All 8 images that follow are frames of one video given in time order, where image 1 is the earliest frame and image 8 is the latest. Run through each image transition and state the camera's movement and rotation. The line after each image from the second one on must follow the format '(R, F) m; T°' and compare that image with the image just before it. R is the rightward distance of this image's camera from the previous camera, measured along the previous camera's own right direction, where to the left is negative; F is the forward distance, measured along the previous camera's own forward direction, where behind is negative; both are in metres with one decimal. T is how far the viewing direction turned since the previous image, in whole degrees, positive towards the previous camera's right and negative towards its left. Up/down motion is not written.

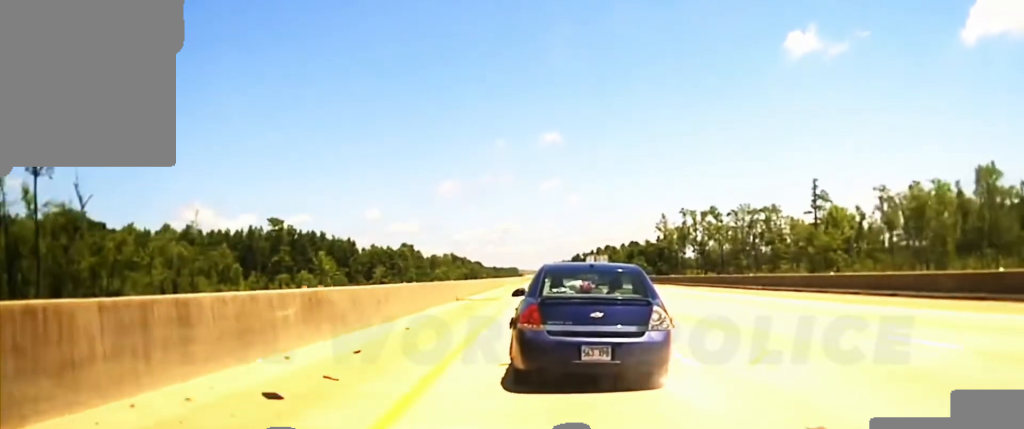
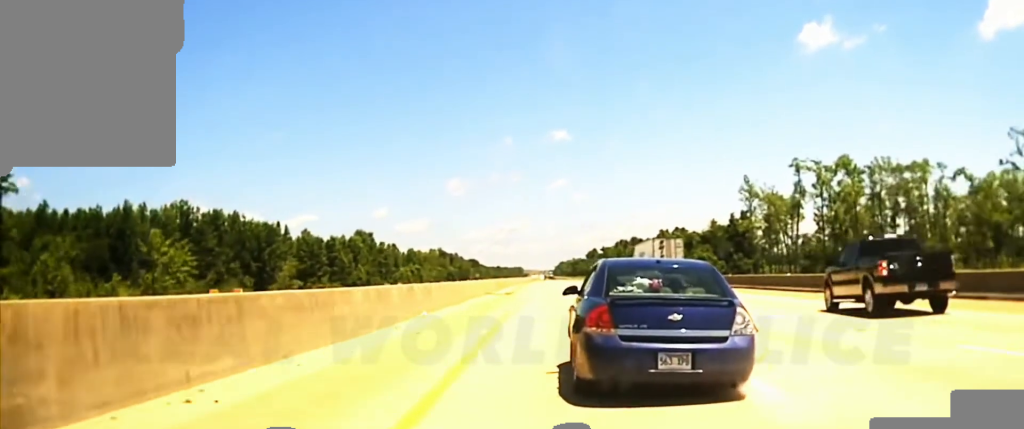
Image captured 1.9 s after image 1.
(-0.4, +102.4) m; -1°
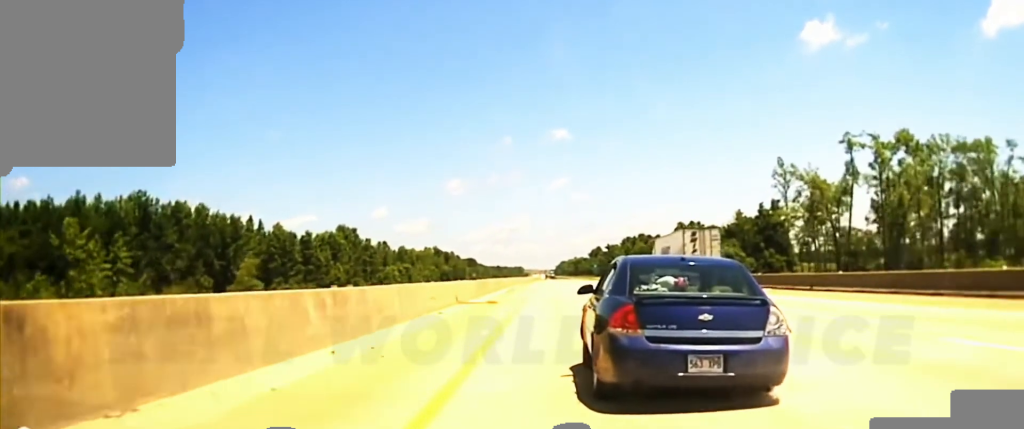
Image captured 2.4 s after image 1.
(-0.1, +21.7) m; 0°
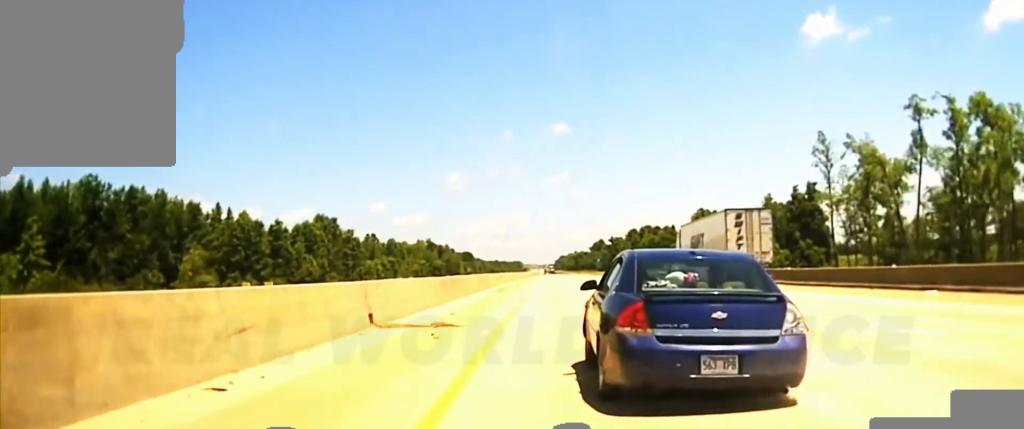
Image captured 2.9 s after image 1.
(0.0, +18.0) m; 0°
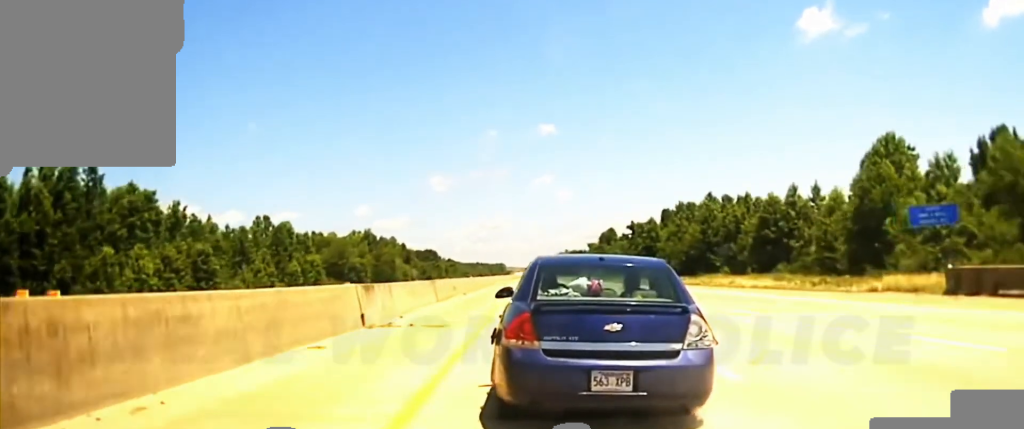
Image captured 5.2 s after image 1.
(+1.3, +90.9) m; +2°
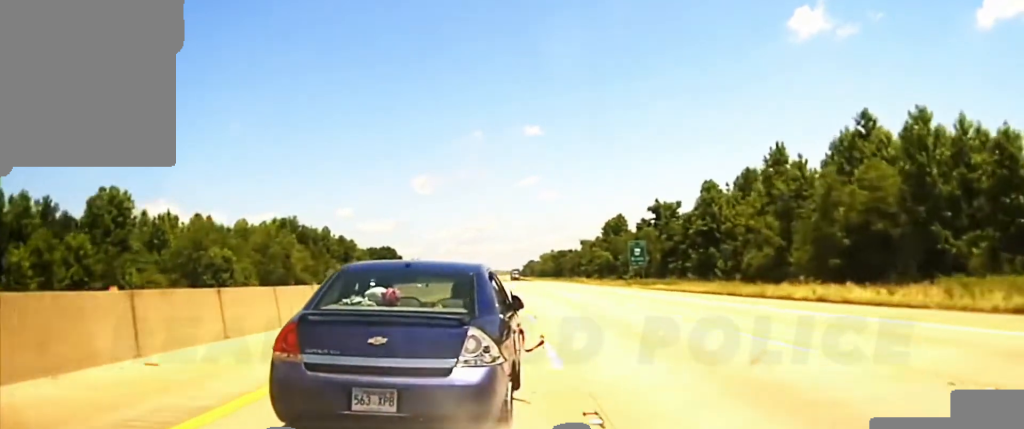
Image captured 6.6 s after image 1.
(+0.7, +77.2) m; +1°
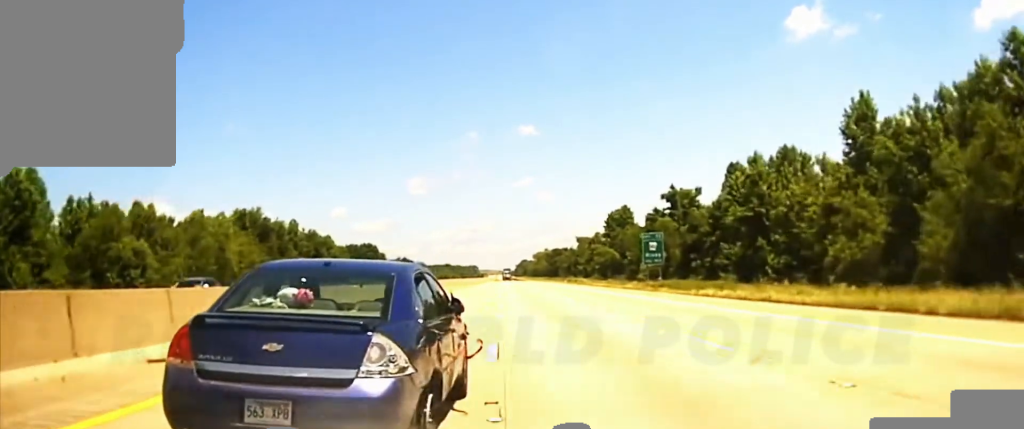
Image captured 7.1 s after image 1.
(+0.1, +31.1) m; 0°
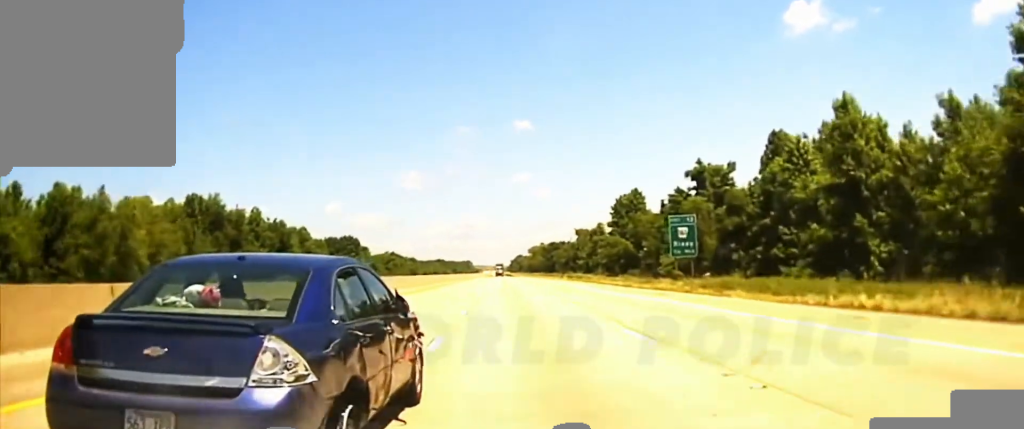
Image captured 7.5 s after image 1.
(0.0, +26.2) m; 0°
